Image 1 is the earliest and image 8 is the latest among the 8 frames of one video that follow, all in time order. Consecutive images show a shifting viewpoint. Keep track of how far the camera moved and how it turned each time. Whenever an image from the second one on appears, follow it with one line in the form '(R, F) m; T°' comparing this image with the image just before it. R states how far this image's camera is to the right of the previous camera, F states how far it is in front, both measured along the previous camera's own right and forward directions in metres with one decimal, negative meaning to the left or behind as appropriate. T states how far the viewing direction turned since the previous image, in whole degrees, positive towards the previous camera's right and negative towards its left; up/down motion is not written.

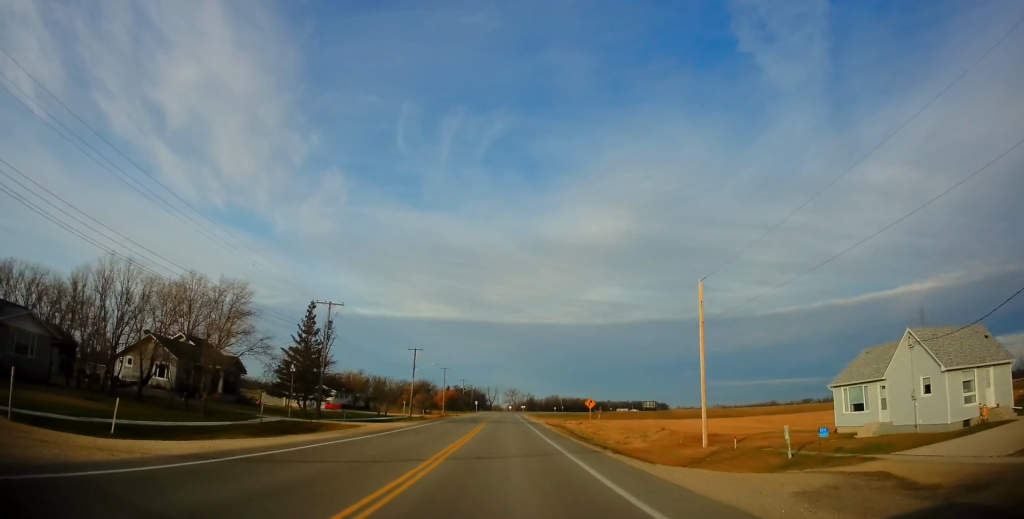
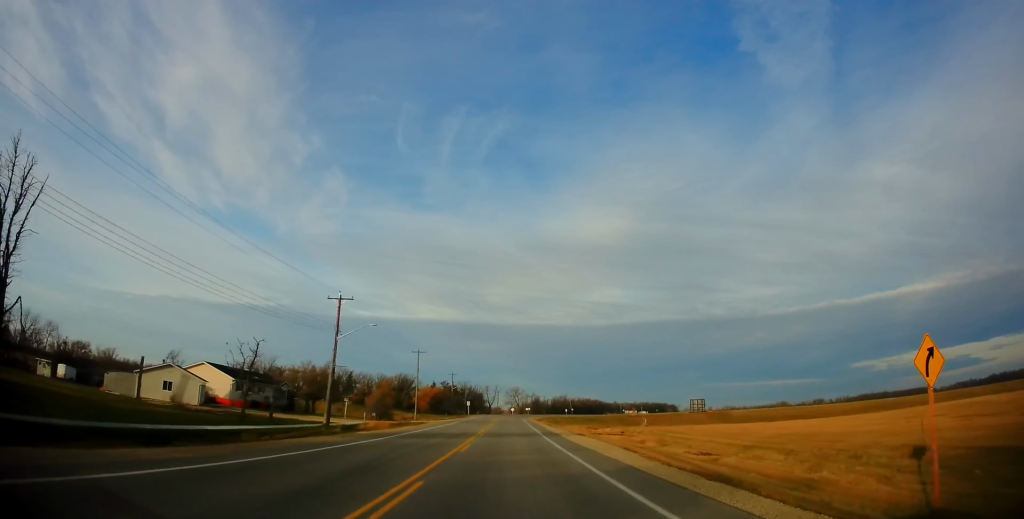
(0.0, +43.1) m; 0°
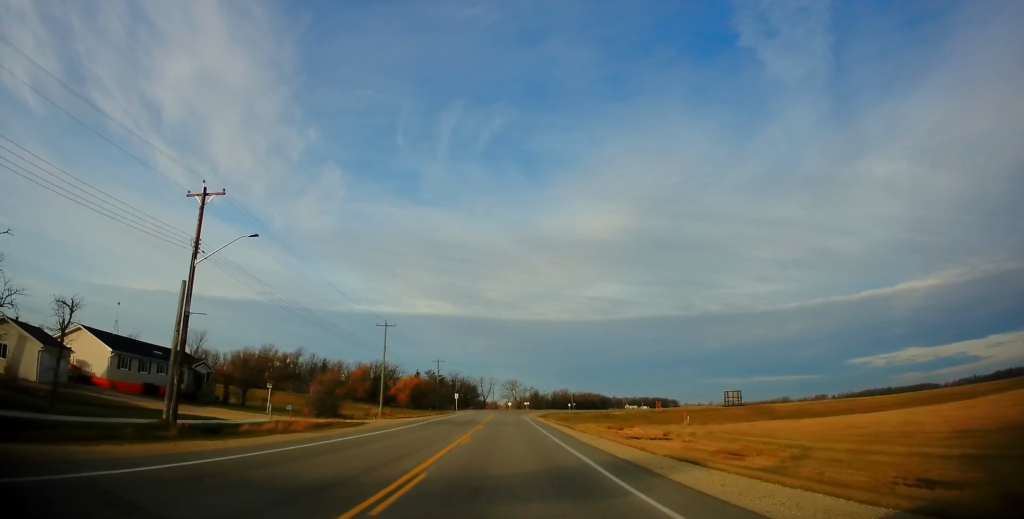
(0.0, +23.5) m; 0°
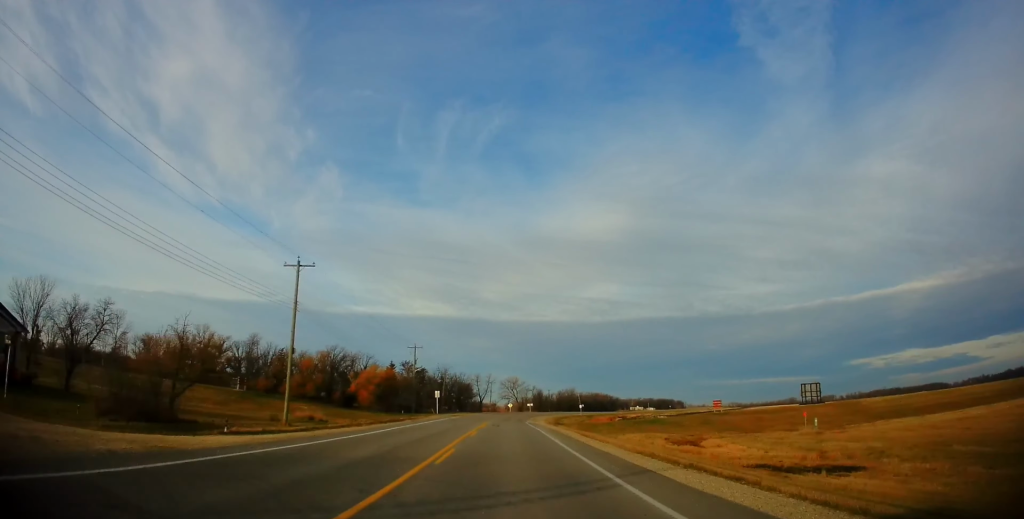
(0.0, +30.2) m; 0°
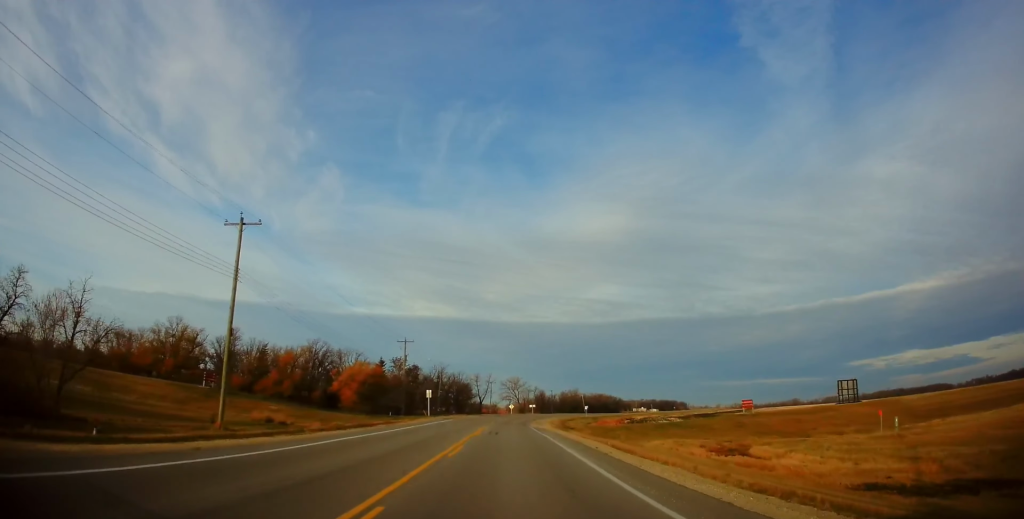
(0.0, +9.7) m; 0°
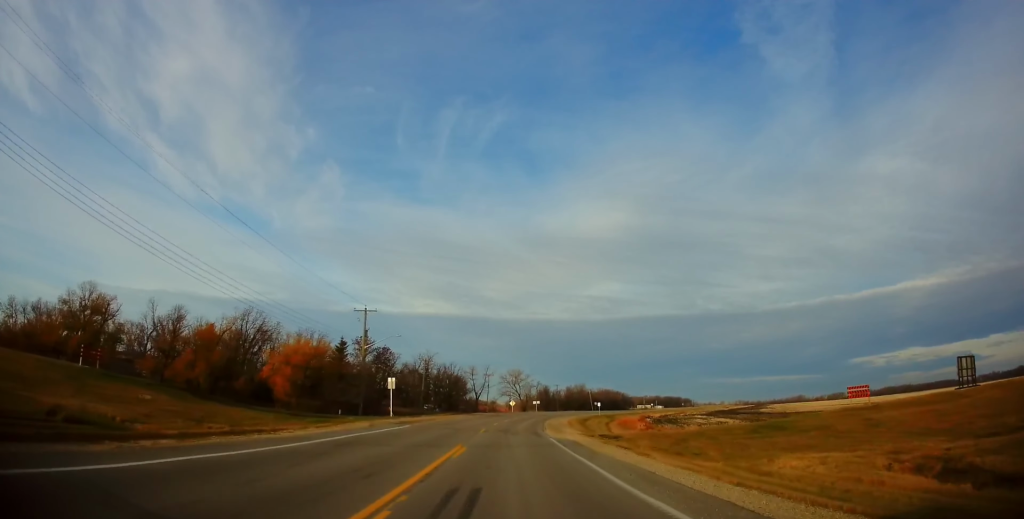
(0.0, +23.4) m; 0°
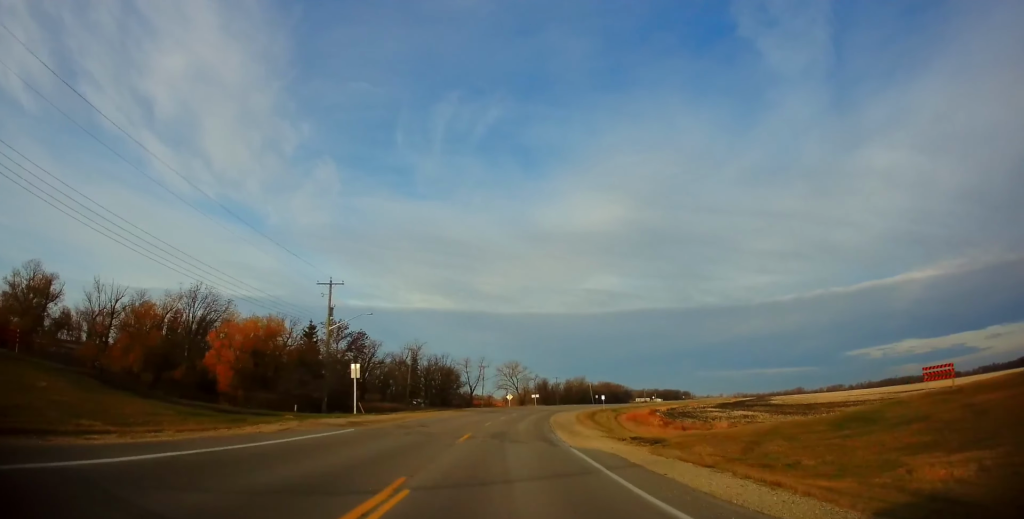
(0.0, +10.9) m; 0°
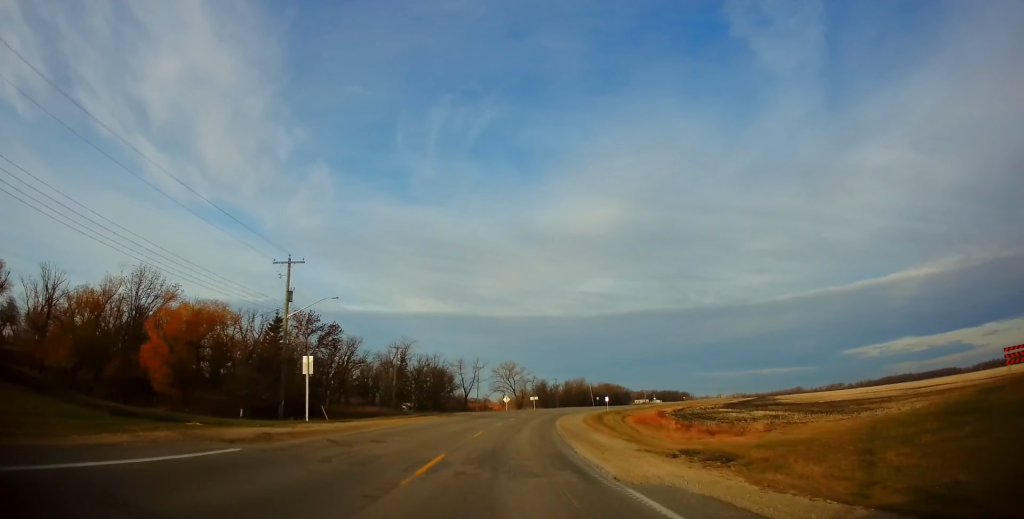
(0.0, +8.8) m; 0°
